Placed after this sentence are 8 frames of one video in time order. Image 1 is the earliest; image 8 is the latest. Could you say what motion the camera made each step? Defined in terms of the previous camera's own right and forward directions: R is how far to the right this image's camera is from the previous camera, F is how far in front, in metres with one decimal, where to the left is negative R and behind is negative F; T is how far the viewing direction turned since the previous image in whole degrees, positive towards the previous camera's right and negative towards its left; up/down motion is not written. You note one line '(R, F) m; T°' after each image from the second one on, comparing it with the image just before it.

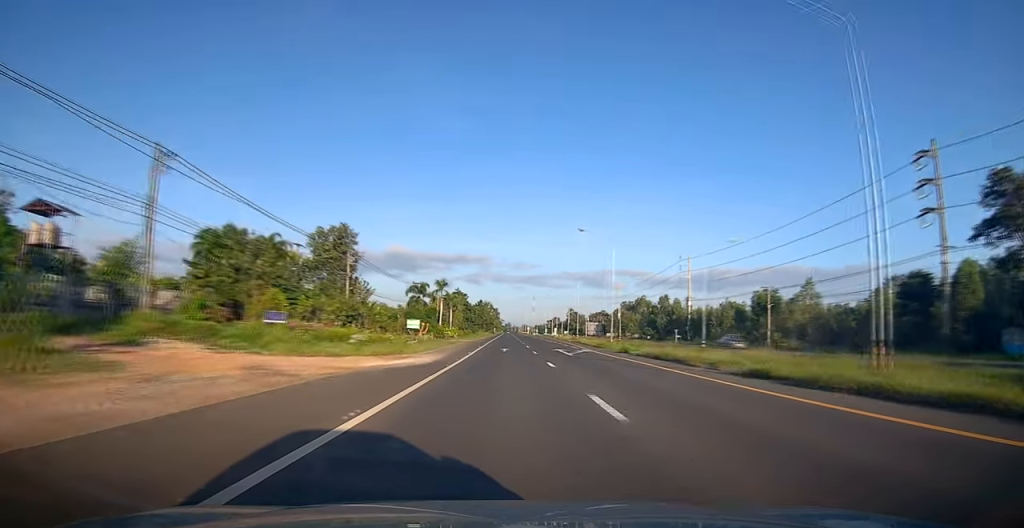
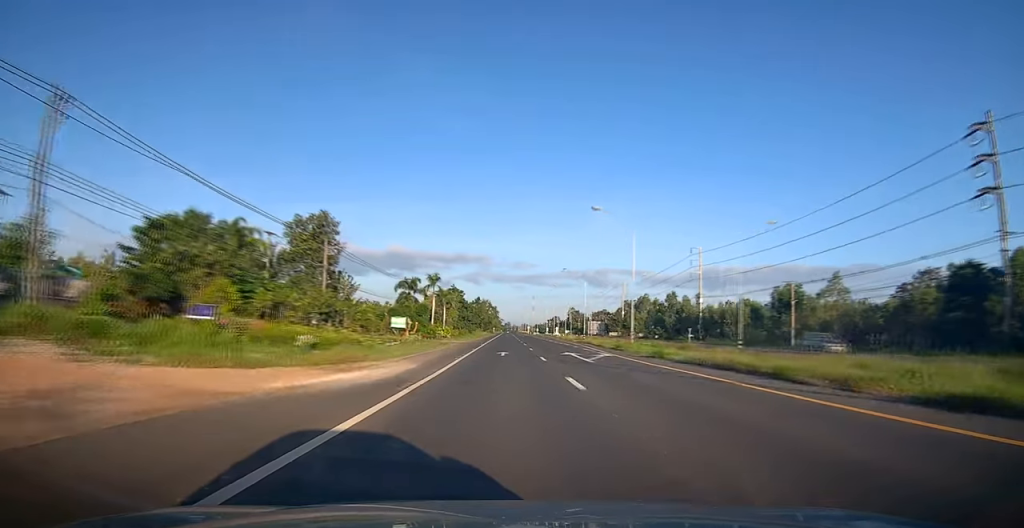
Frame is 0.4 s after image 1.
(-0.1, +7.9) m; 0°
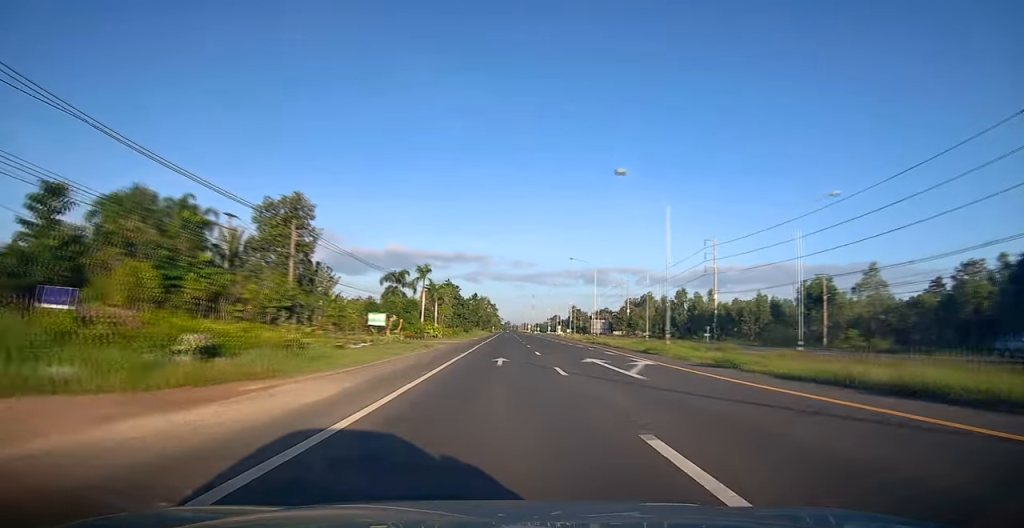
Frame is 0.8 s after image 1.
(-0.1, +8.7) m; 0°
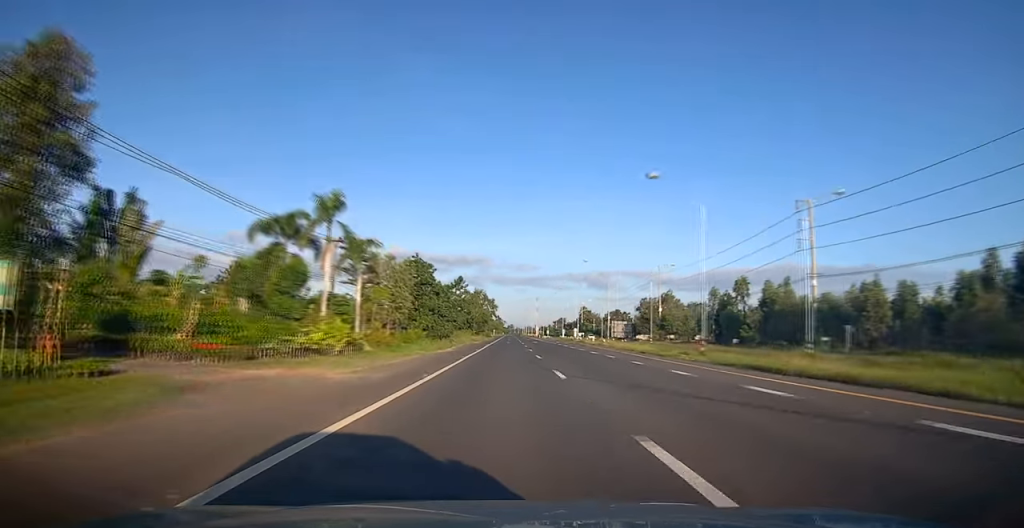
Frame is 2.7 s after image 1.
(-0.2, +36.1) m; -1°
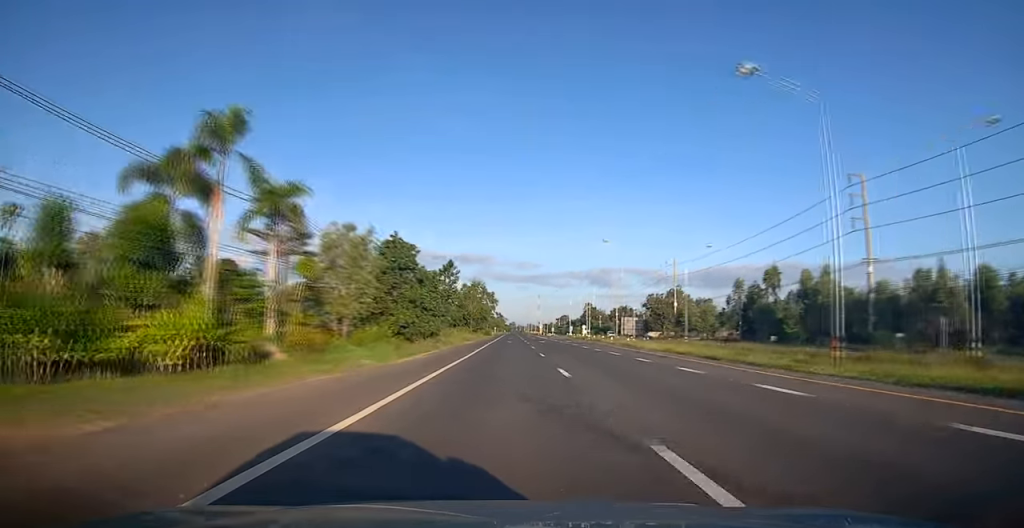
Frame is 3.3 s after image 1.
(+0.1, +12.5) m; 0°
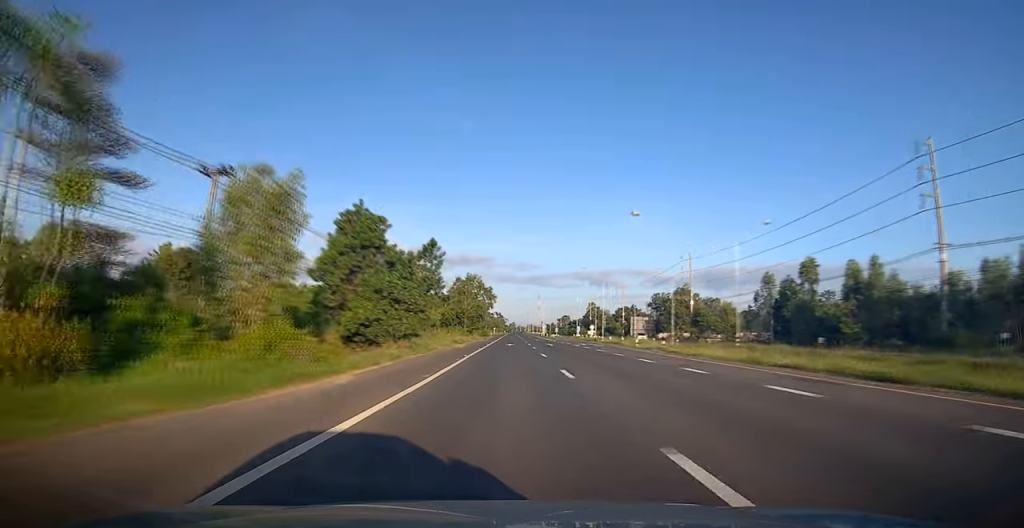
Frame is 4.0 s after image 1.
(+0.2, +12.4) m; +1°
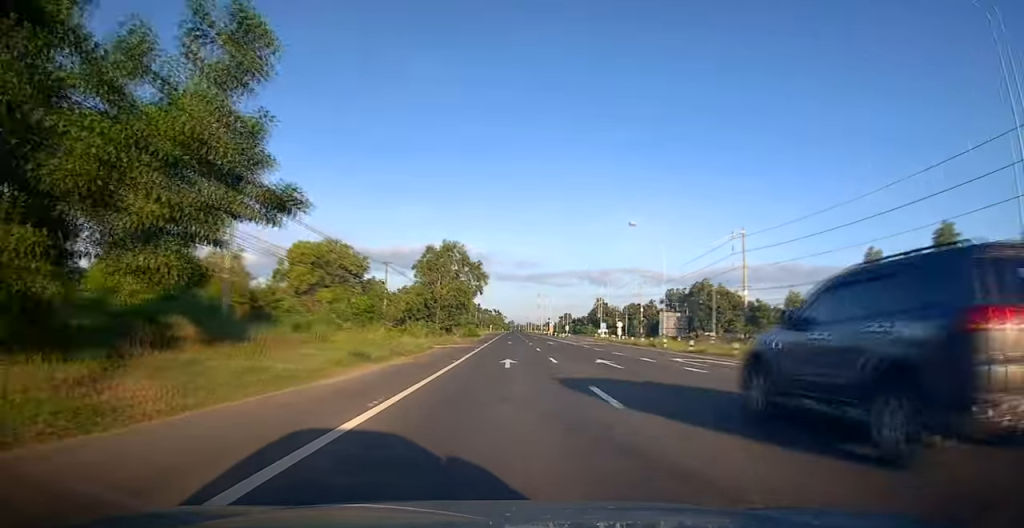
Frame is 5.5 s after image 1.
(0.0, +30.0) m; 0°
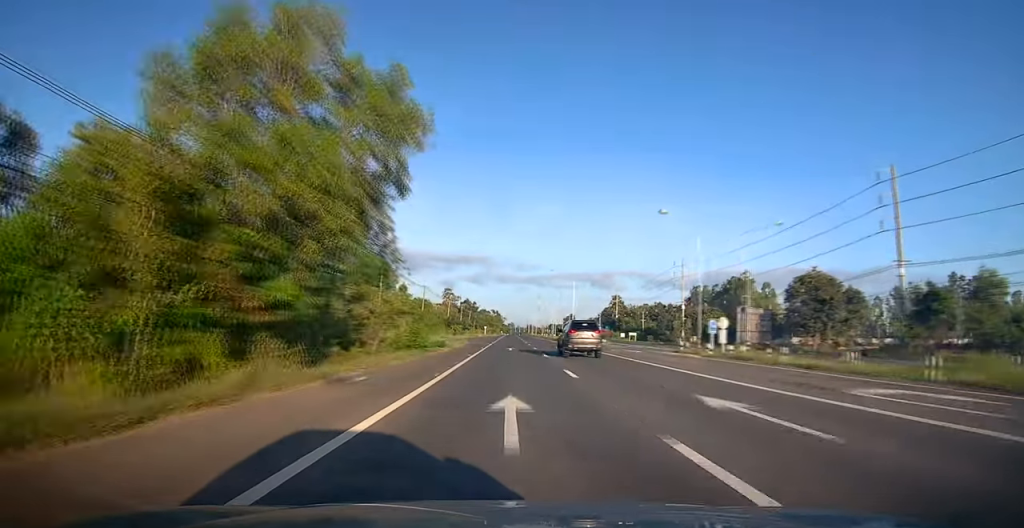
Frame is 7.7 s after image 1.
(-0.4, +41.5) m; -1°
